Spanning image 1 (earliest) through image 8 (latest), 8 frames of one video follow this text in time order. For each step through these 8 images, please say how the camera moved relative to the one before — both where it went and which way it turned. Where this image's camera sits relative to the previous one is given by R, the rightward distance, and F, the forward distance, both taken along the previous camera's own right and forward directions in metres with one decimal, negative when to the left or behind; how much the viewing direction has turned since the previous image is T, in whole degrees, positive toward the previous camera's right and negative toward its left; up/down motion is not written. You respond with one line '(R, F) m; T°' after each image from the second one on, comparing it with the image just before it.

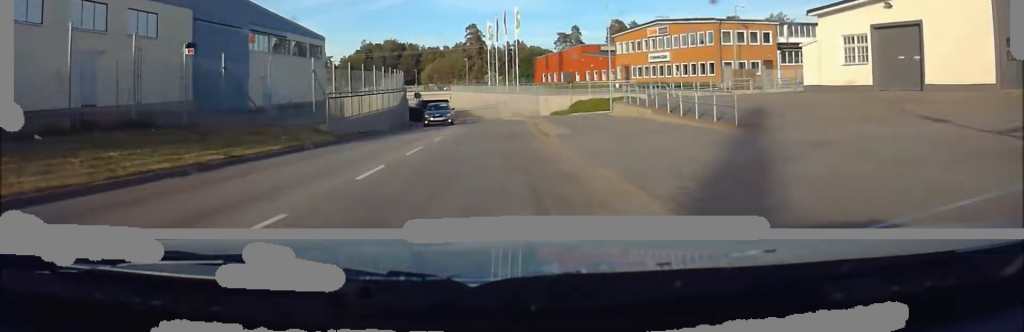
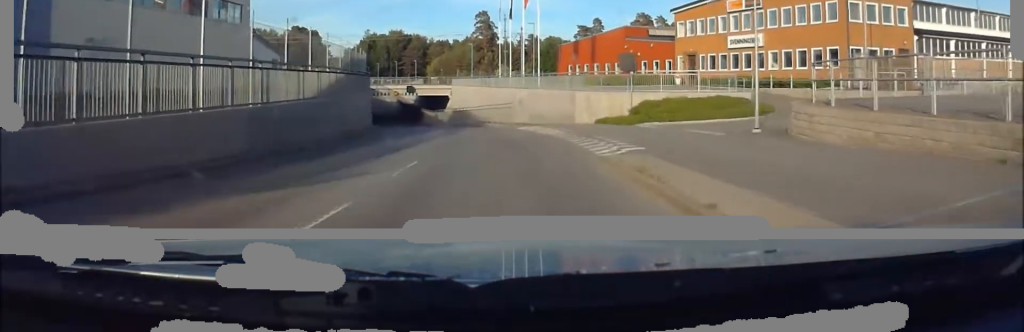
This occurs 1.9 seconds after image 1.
(+0.2, +19.3) m; +1°
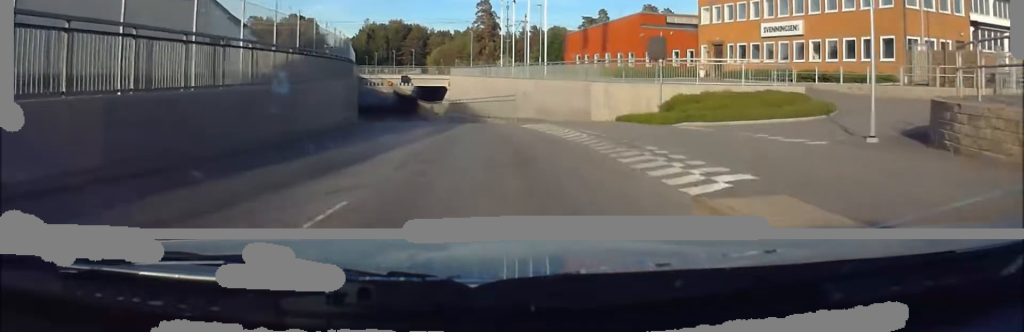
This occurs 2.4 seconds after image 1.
(0.0, +5.6) m; 0°
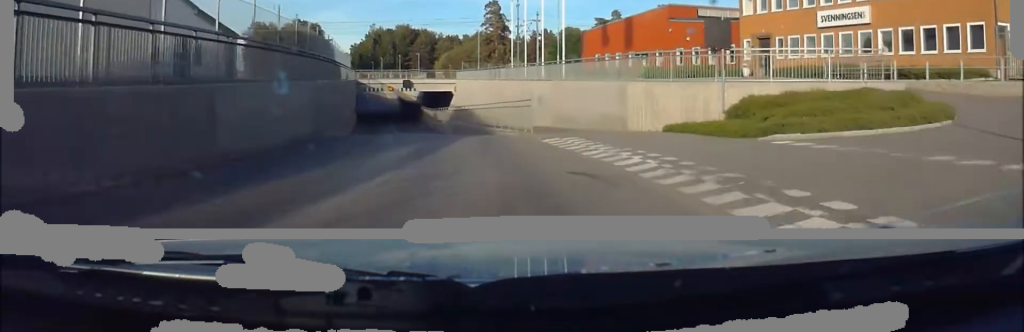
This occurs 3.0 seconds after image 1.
(0.0, +6.9) m; 0°
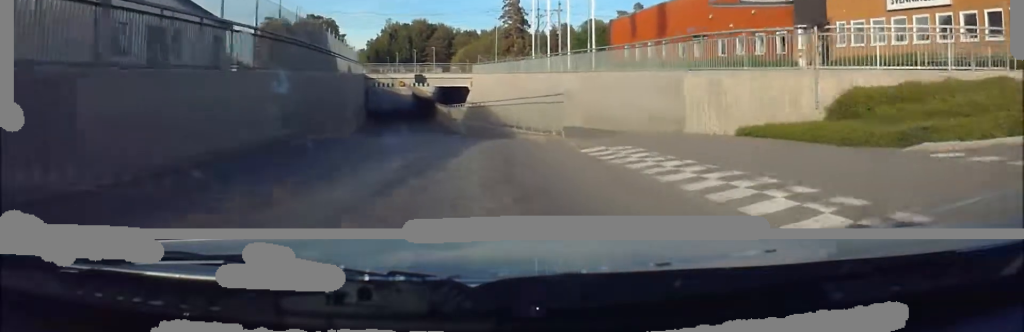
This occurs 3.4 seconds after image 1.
(0.0, +5.4) m; 0°
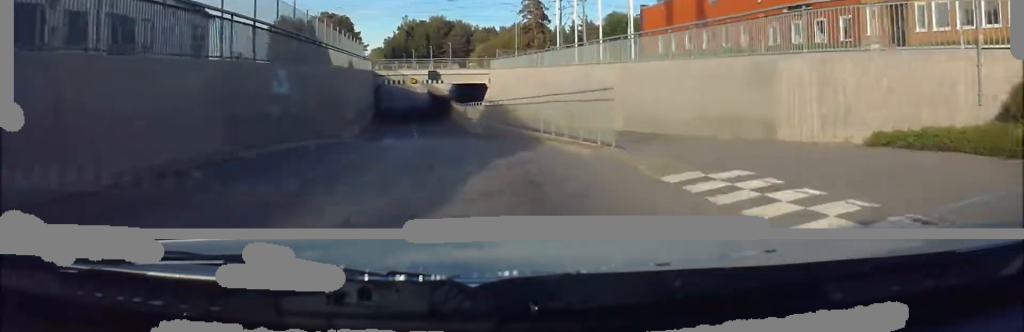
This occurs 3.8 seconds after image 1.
(0.0, +5.7) m; 0°
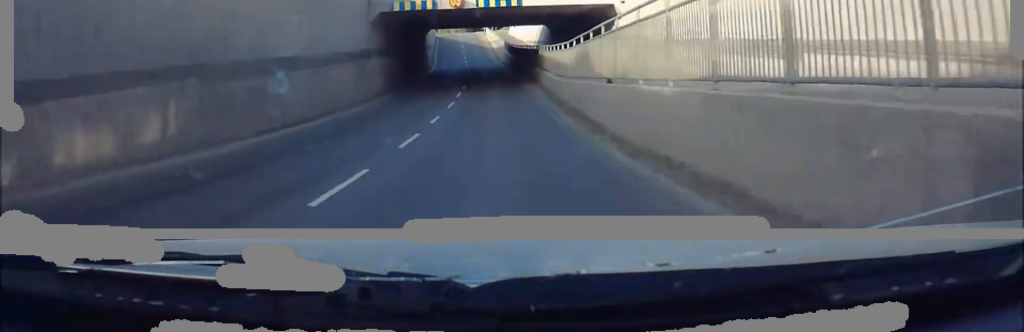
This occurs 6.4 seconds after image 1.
(-0.1, +34.6) m; -7°
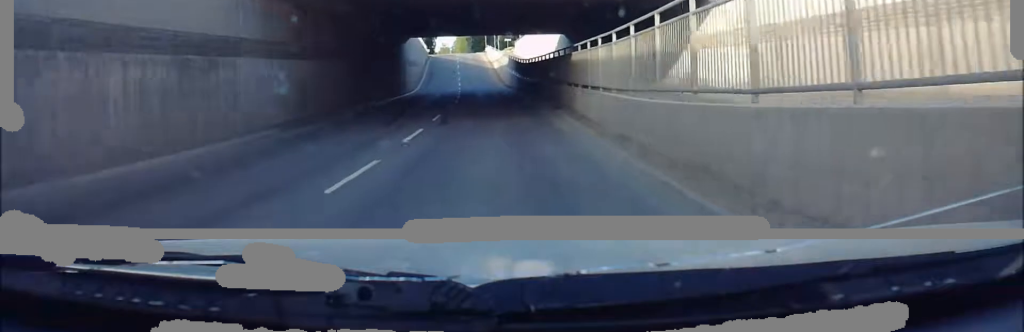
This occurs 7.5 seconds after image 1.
(-1.6, +16.2) m; -5°
